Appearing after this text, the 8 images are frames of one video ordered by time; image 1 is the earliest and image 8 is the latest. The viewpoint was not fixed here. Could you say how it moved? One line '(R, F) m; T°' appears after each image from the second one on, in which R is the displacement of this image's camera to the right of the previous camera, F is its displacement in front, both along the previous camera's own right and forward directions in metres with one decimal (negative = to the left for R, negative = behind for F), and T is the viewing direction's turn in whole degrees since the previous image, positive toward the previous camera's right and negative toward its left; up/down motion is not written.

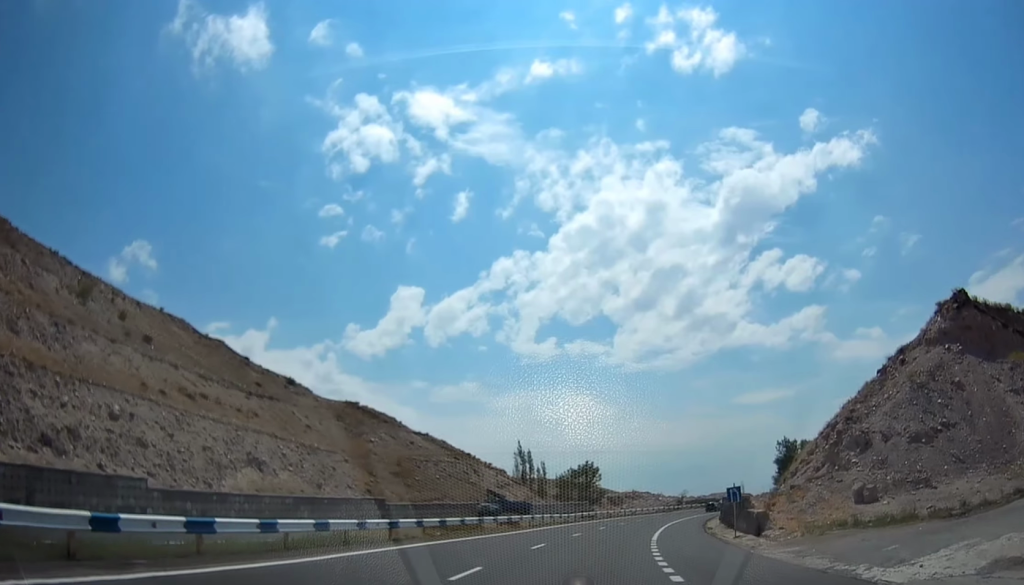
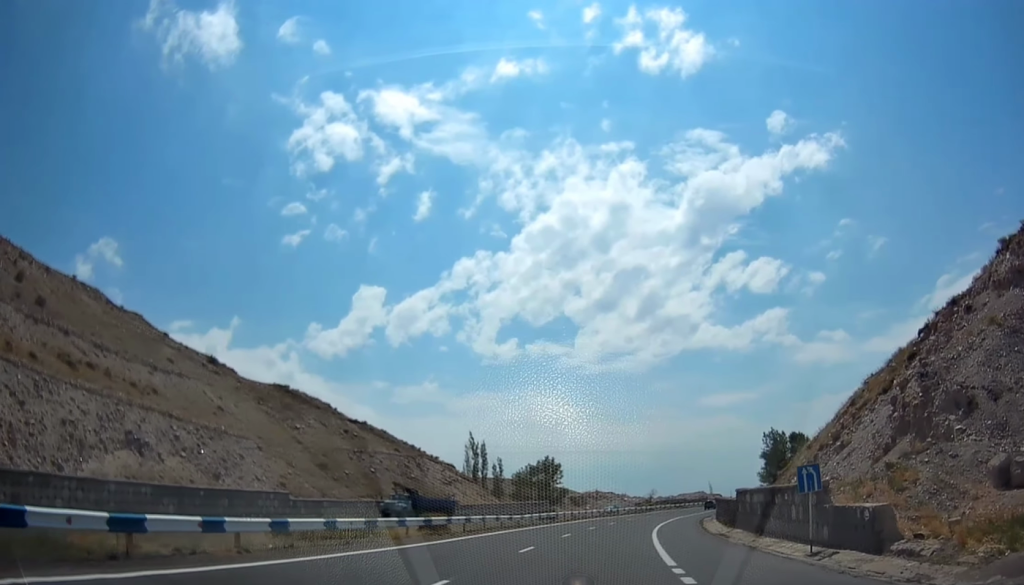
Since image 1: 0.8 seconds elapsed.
(+0.6, +13.8) m; +3°
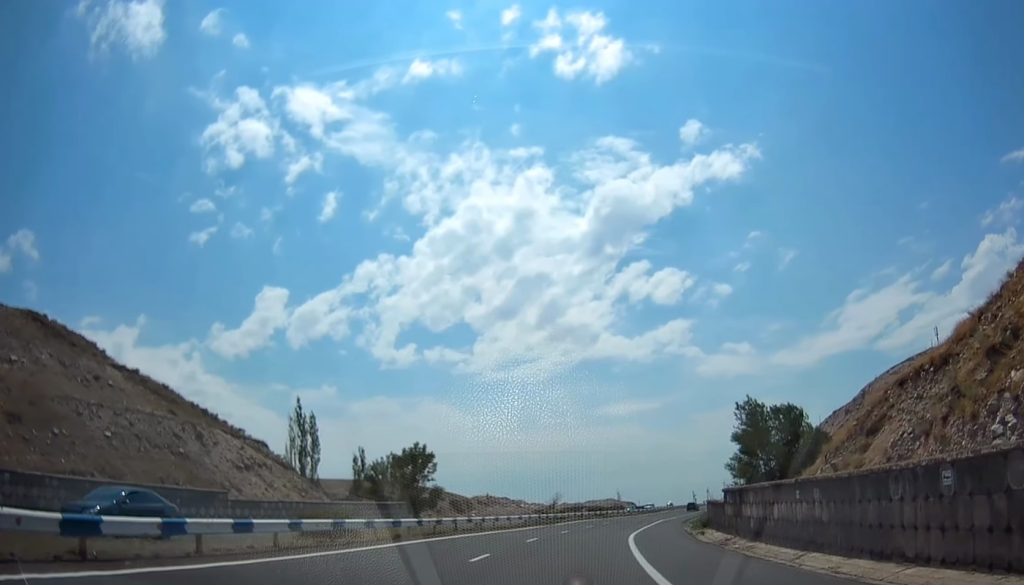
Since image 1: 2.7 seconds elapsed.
(+1.9, +35.8) m; +7°
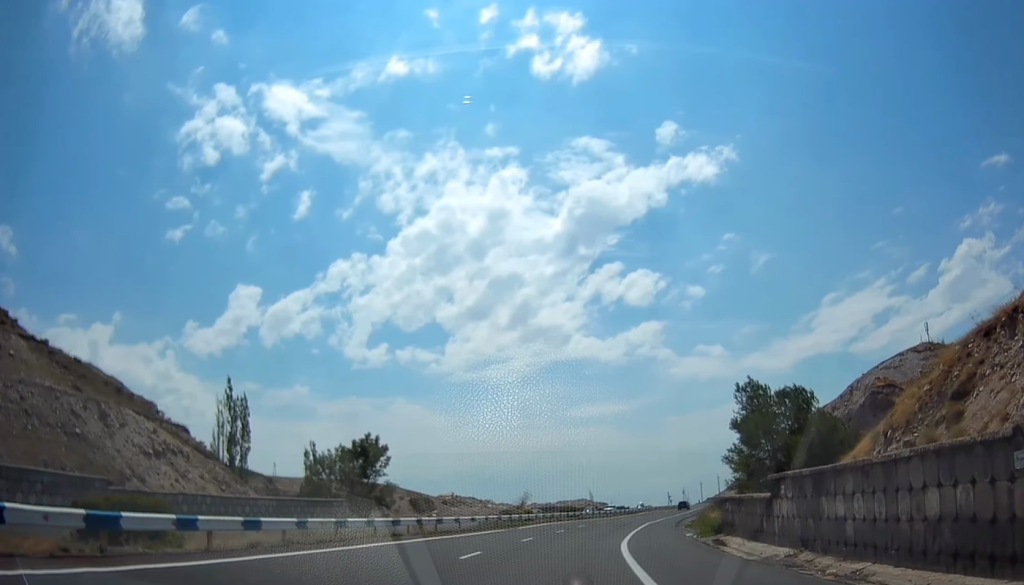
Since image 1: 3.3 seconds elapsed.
(+0.2, +10.7) m; +2°
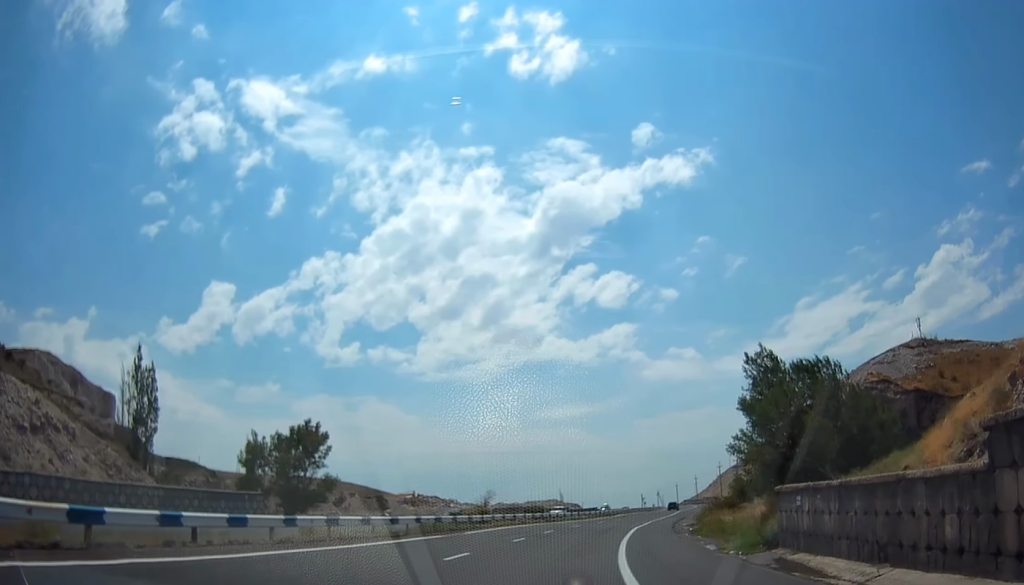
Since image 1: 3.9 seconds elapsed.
(+0.2, +11.9) m; +2°
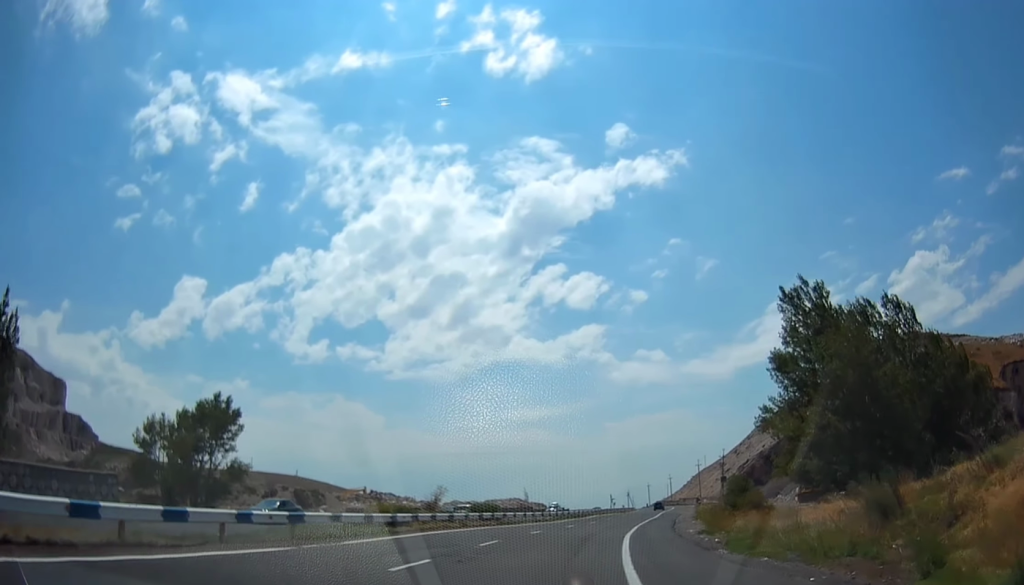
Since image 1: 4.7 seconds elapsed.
(+0.5, +14.6) m; +3°
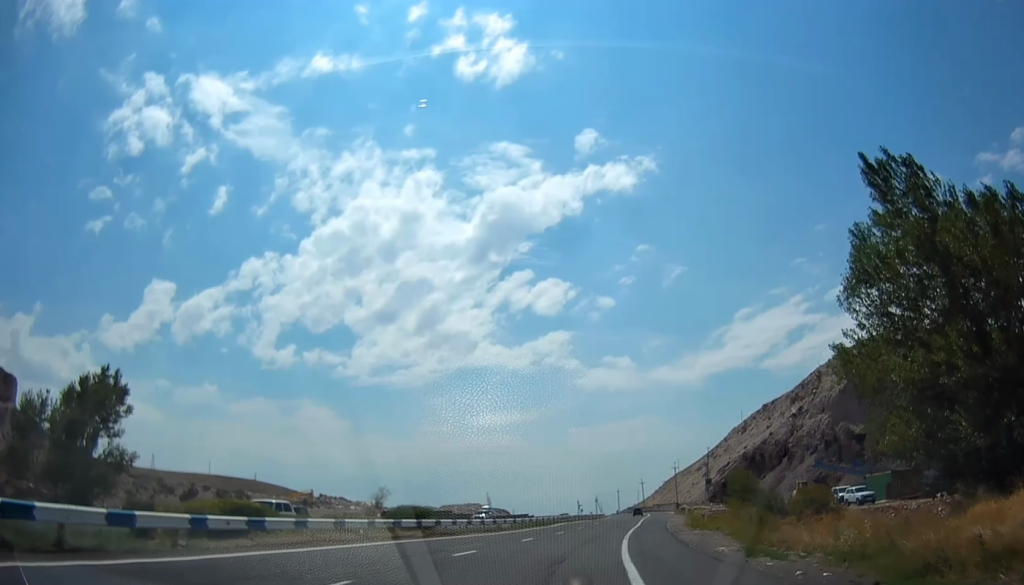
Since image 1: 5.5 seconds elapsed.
(+0.3, +13.7) m; +3°
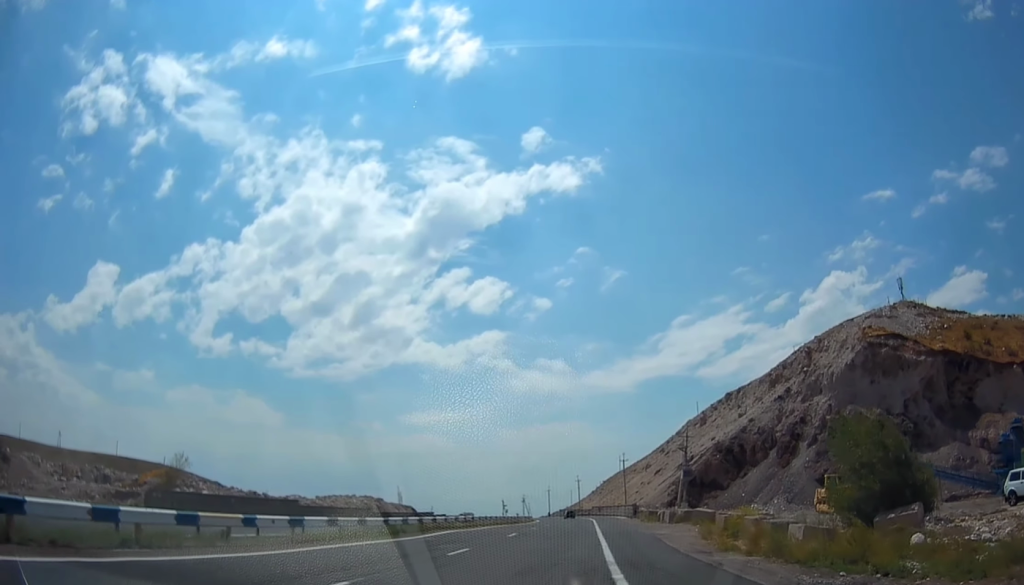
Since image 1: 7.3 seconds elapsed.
(+2.6, +32.6) m; +8°
